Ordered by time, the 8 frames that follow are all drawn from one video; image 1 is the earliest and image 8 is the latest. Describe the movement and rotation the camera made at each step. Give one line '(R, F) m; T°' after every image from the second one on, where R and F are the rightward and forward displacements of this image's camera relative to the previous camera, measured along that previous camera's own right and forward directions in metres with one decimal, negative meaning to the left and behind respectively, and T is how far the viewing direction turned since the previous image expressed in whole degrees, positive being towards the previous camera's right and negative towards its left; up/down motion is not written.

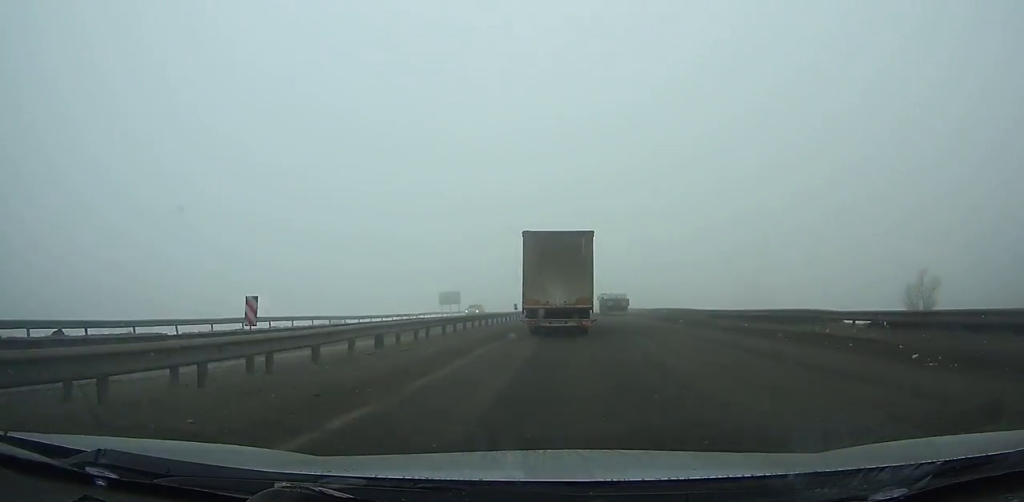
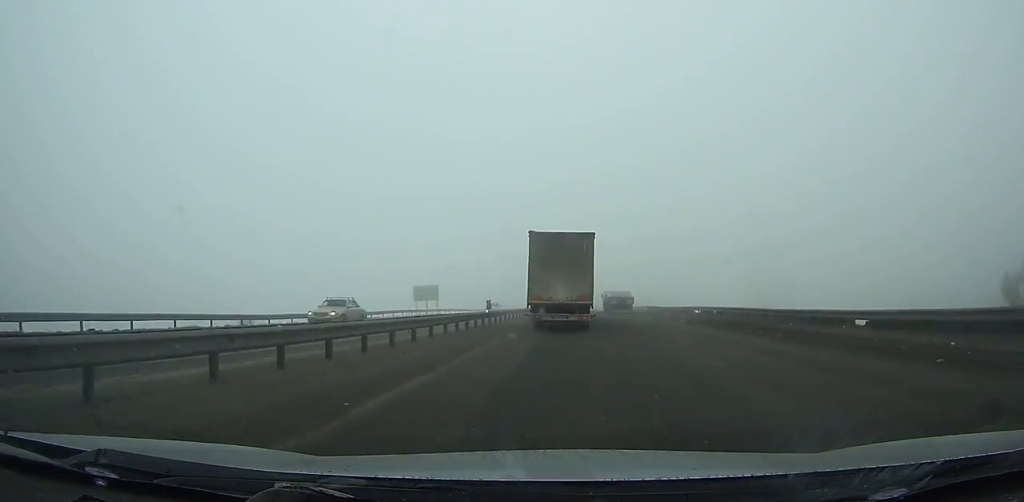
(0.0, +15.9) m; 0°
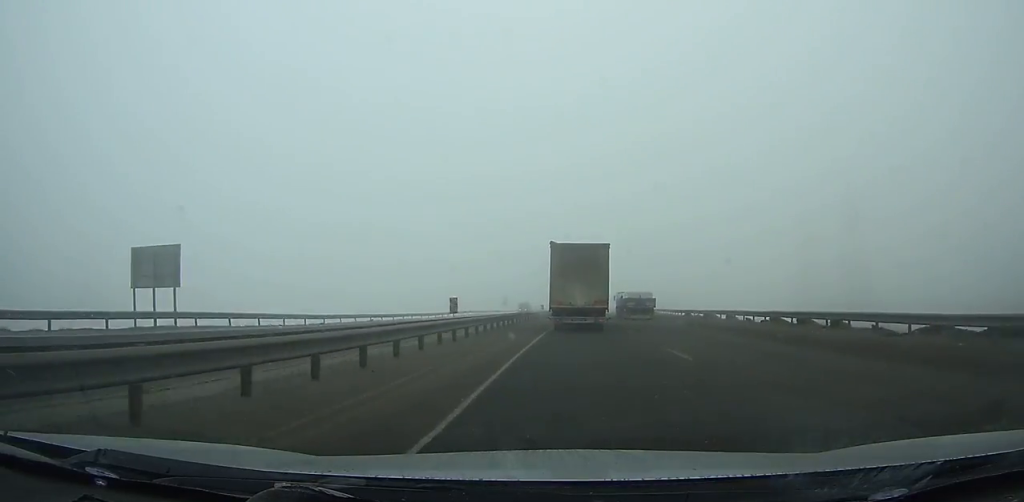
(+0.2, +56.4) m; +1°
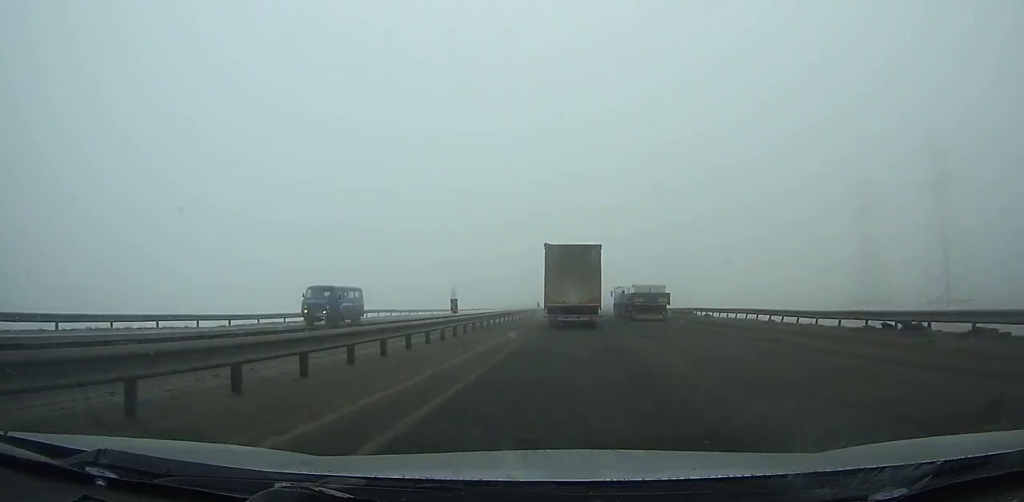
(+0.3, +38.1) m; +1°
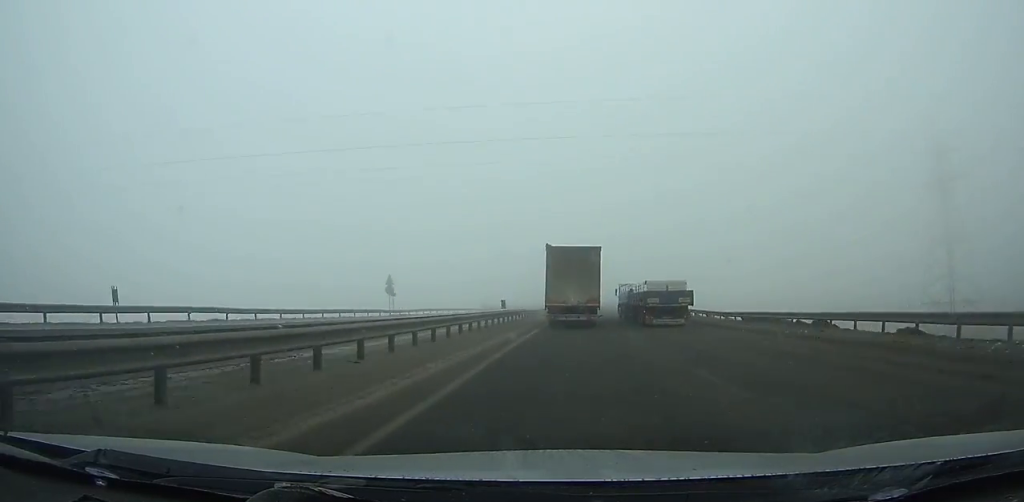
(+0.2, +28.9) m; +1°
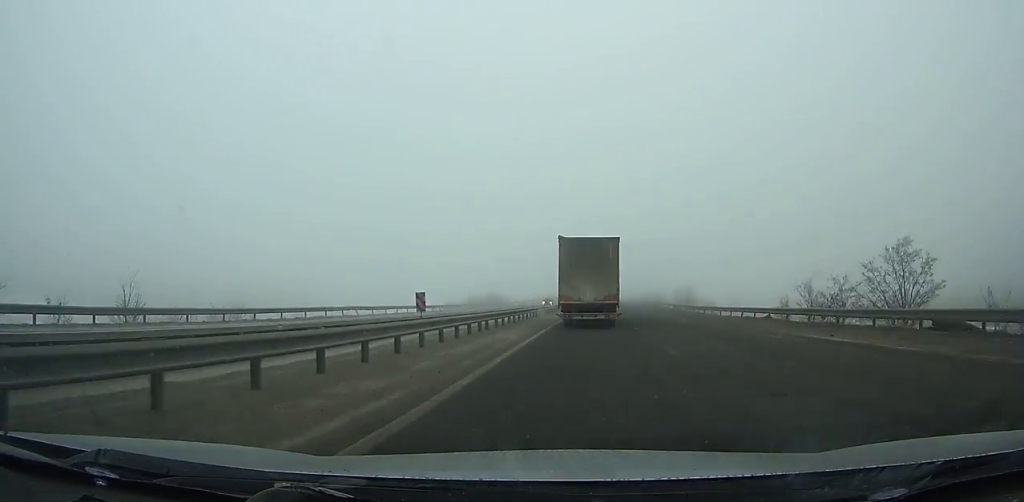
(+2.6, +137.7) m; +3°
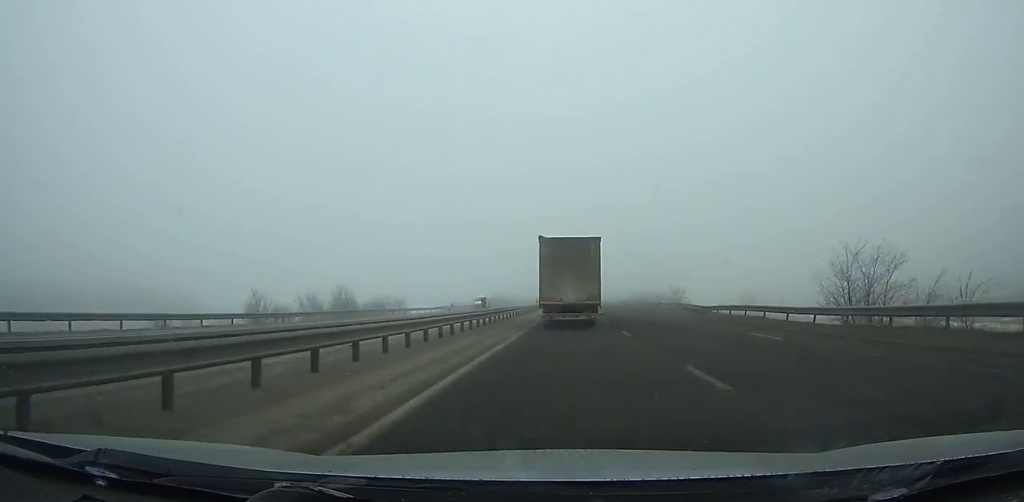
(+1.8, +65.6) m; +2°
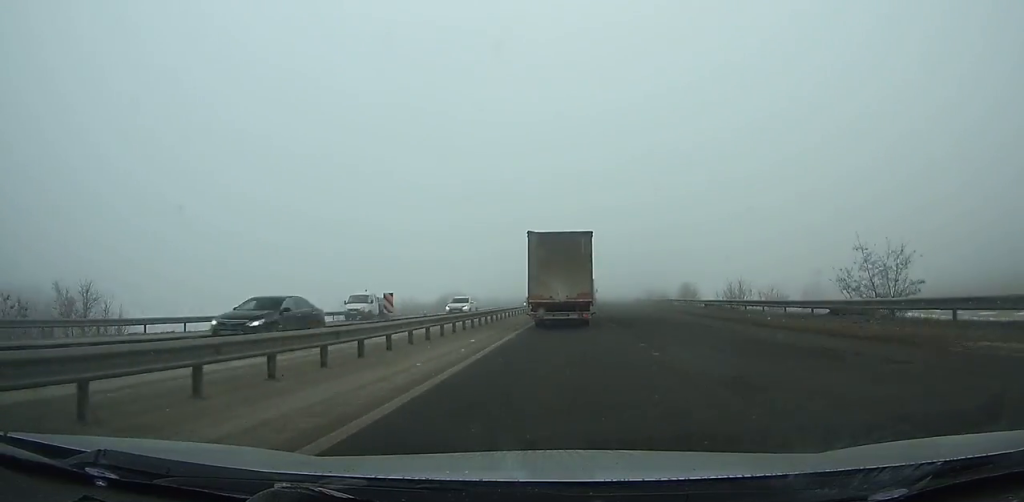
(+0.4, +53.7) m; +2°
